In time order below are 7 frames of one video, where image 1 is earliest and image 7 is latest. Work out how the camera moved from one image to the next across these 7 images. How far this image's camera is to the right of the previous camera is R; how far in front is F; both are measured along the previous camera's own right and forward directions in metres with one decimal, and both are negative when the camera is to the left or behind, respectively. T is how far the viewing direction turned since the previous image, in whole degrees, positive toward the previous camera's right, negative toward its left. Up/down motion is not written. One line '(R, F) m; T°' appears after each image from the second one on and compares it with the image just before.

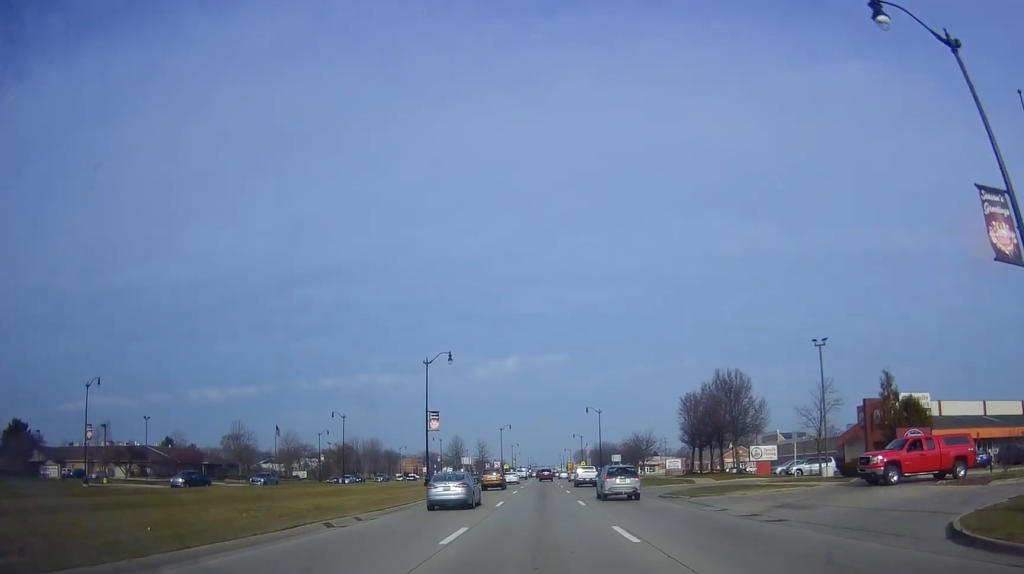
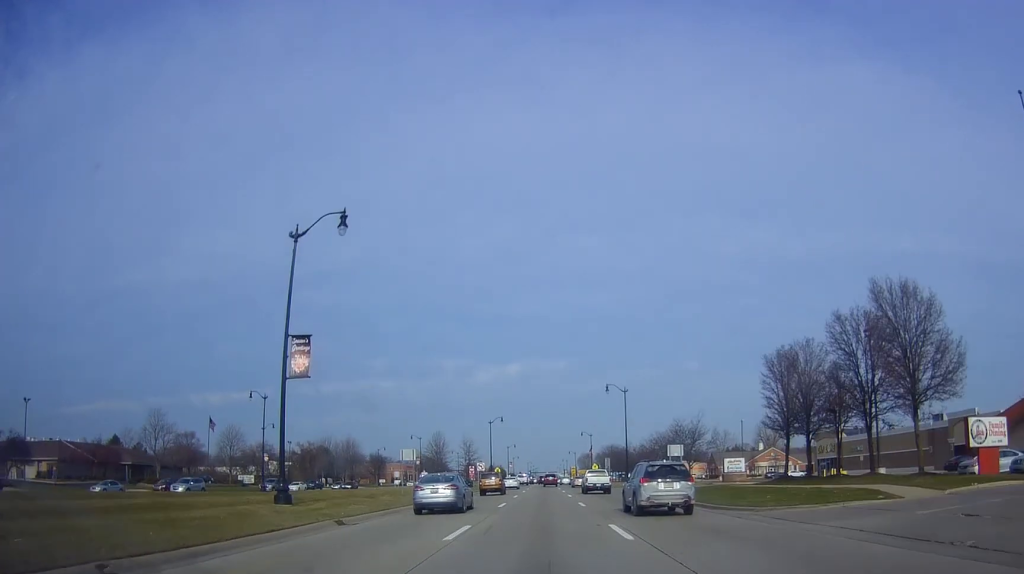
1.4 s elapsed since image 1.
(+0.5, +30.0) m; 0°
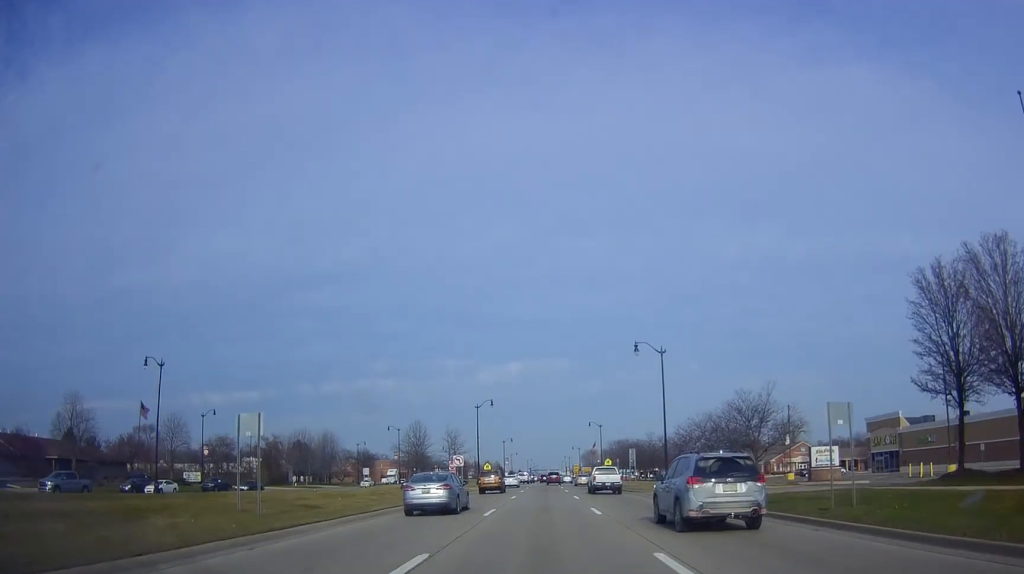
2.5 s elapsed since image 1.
(-0.4, +21.8) m; -1°
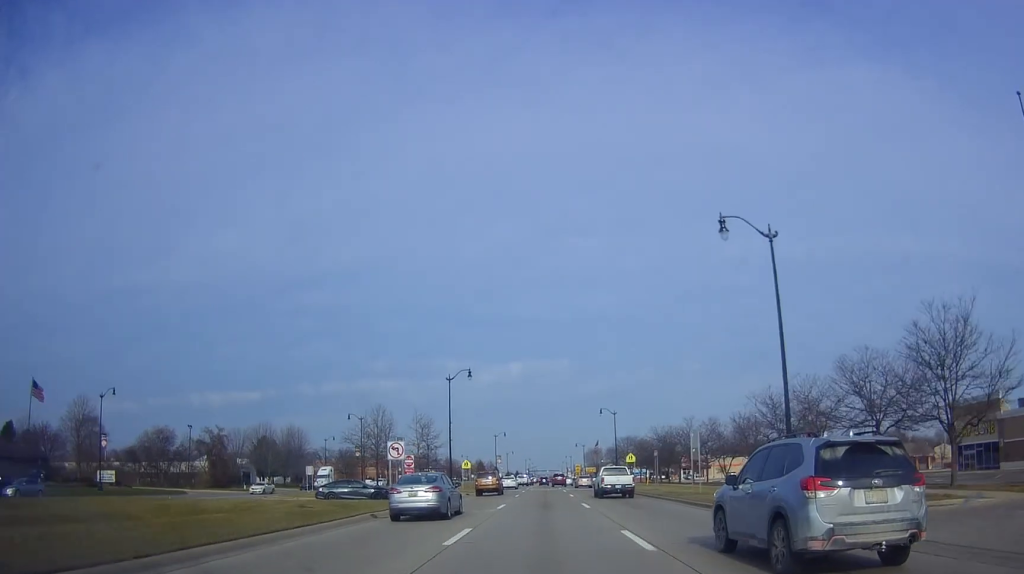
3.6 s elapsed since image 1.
(+0.2, +24.7) m; 0°
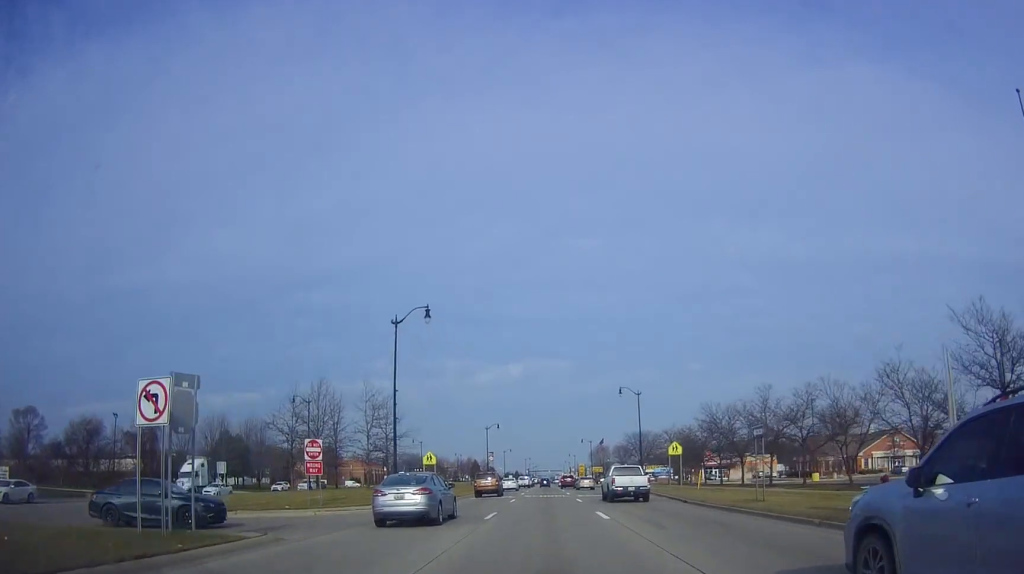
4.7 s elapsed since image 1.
(-0.4, +22.3) m; 0°
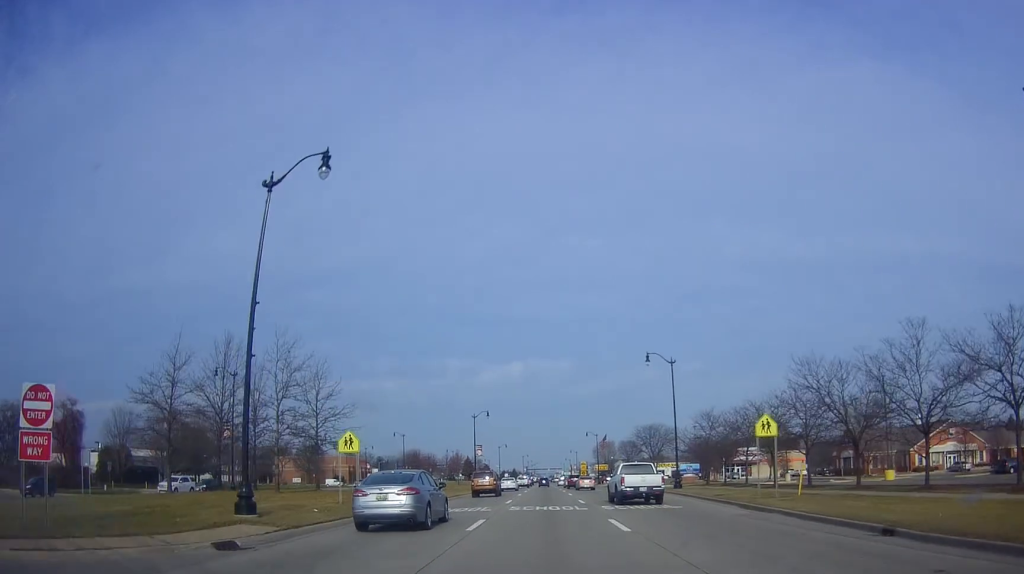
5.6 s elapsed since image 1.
(+0.4, +19.0) m; +1°
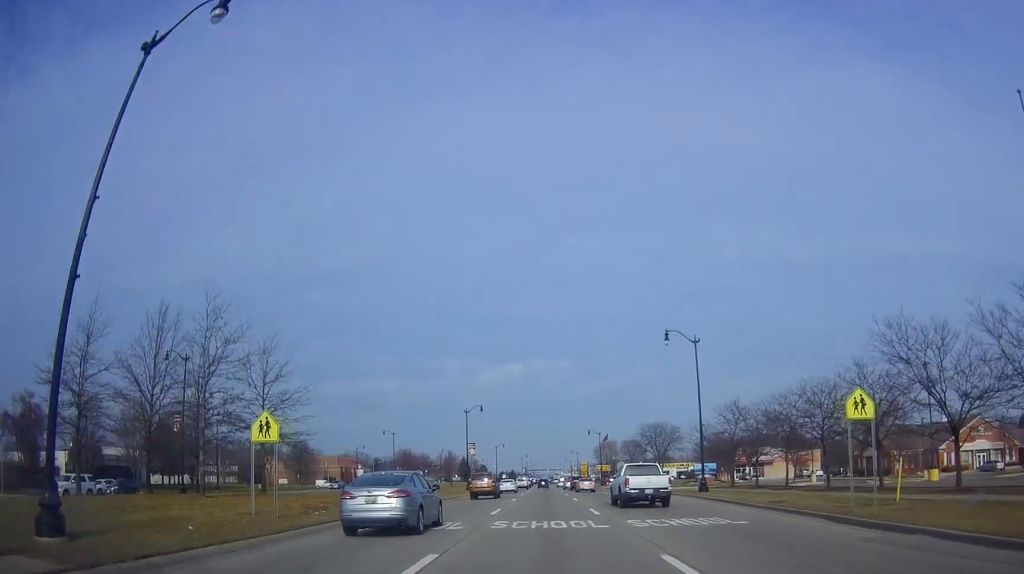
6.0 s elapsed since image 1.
(+0.2, +8.5) m; 0°
